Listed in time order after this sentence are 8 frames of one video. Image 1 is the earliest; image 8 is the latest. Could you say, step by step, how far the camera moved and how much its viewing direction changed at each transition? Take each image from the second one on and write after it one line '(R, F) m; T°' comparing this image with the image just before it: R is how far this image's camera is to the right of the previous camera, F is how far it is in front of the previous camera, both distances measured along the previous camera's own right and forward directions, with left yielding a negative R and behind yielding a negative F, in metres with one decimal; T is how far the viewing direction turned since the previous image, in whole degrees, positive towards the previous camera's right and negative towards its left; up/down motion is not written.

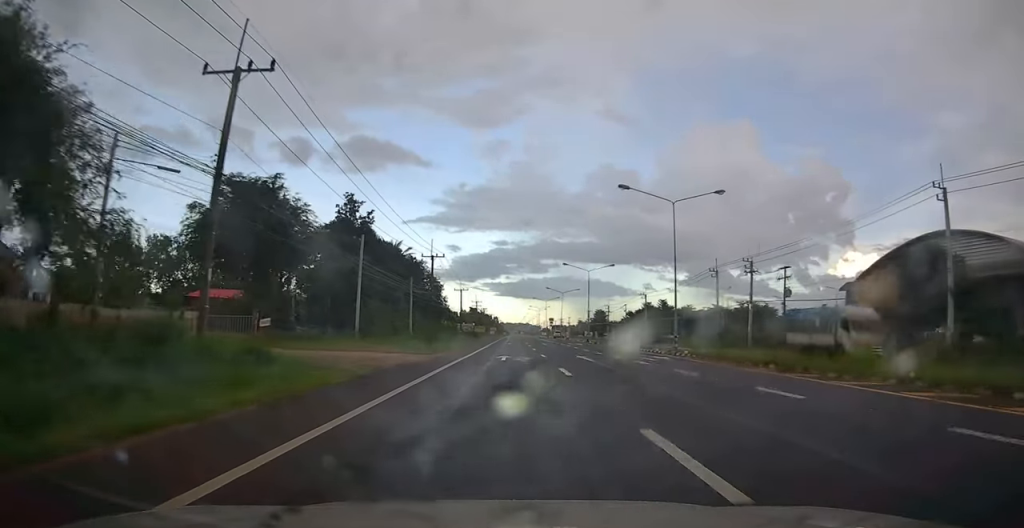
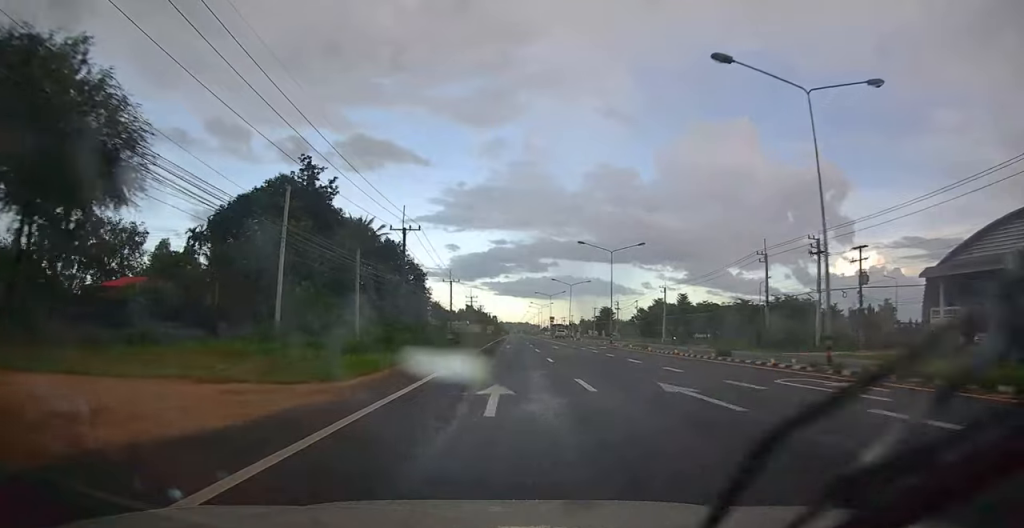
(0.0, +16.0) m; -1°
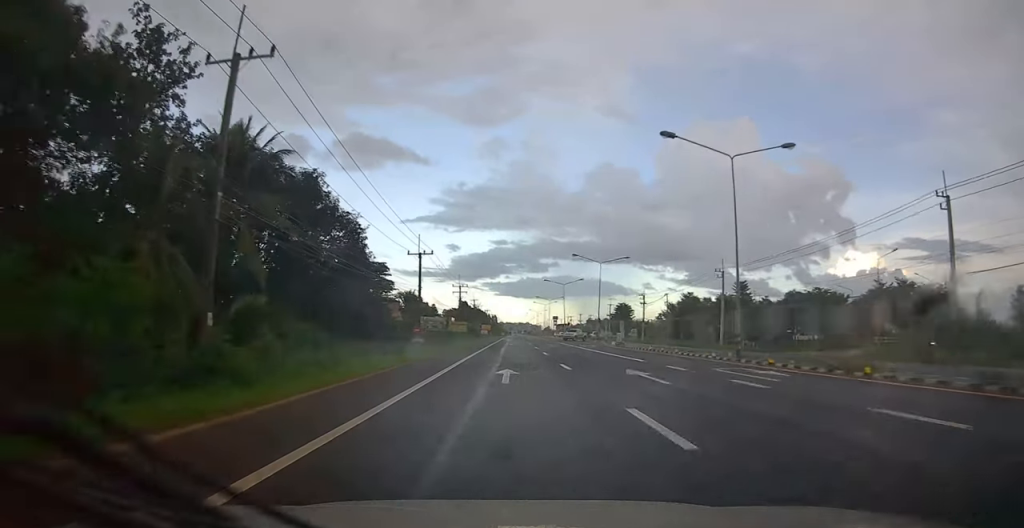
(-0.8, +29.5) m; -1°
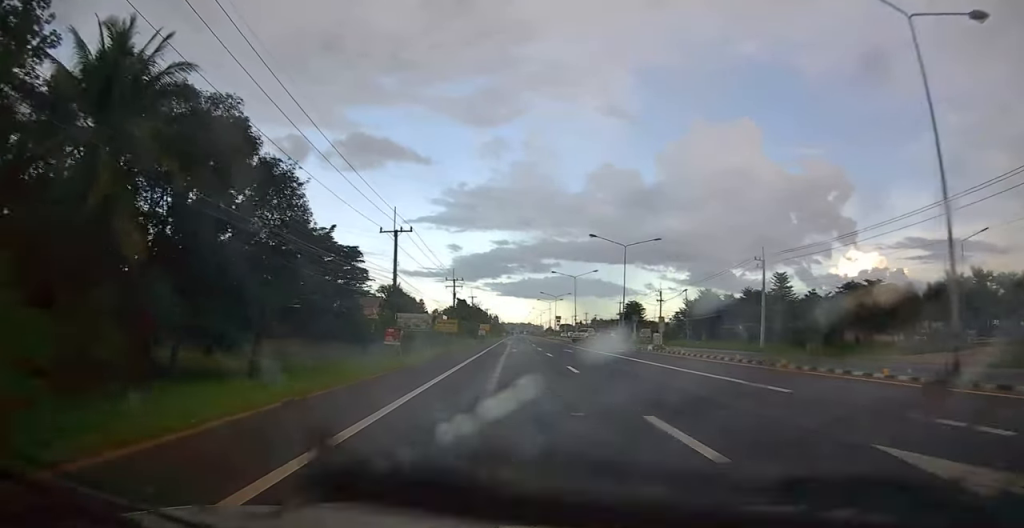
(+0.3, +12.6) m; +1°
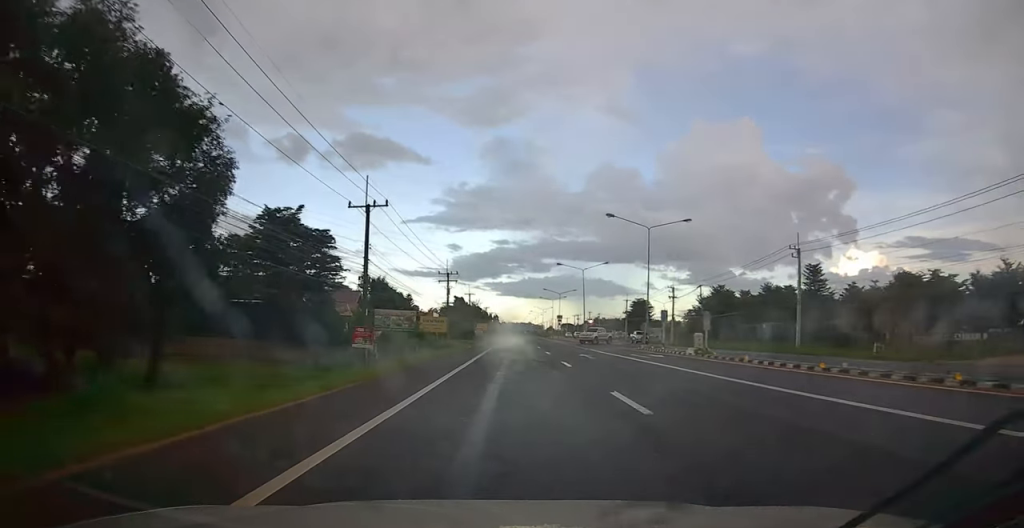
(+0.1, +8.6) m; 0°
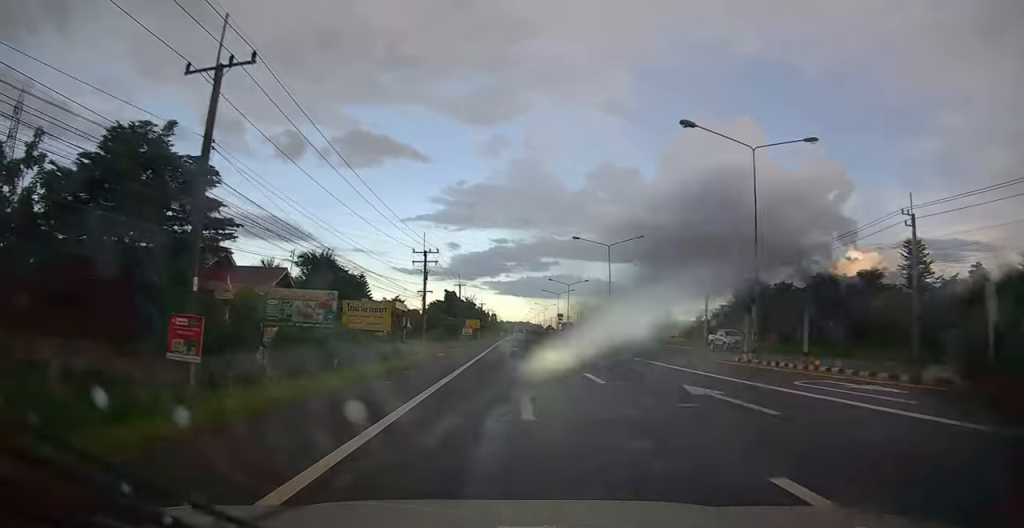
(0.0, +18.7) m; 0°
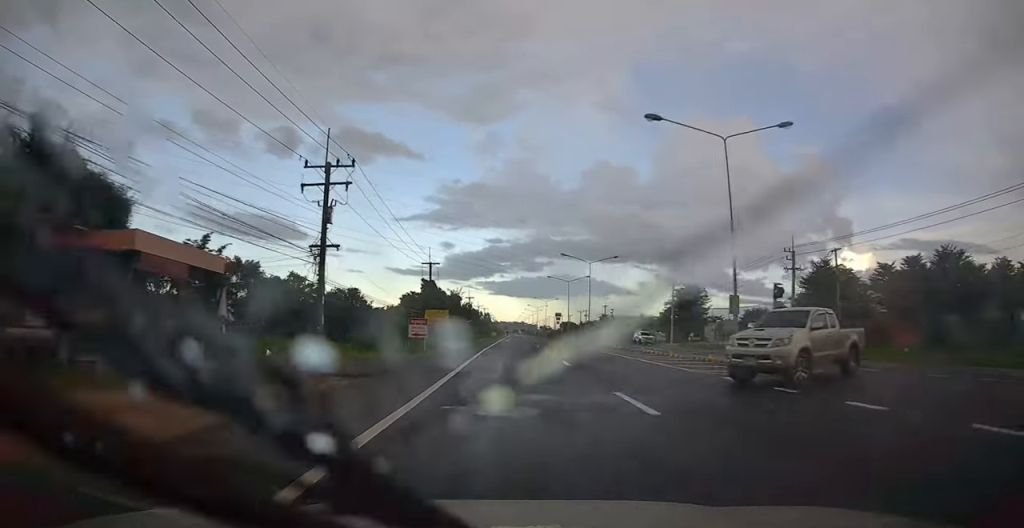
(-0.1, +29.1) m; +1°
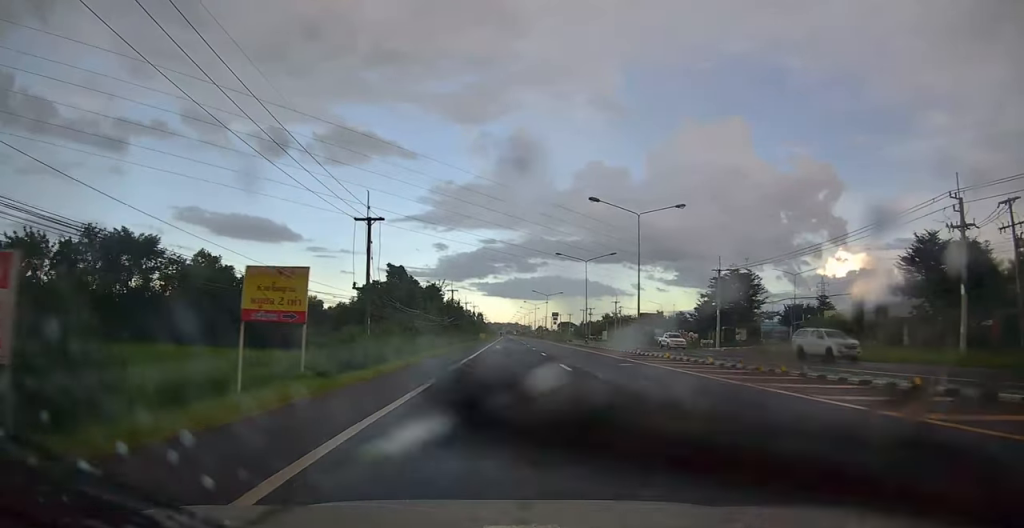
(+0.7, +26.0) m; +1°
